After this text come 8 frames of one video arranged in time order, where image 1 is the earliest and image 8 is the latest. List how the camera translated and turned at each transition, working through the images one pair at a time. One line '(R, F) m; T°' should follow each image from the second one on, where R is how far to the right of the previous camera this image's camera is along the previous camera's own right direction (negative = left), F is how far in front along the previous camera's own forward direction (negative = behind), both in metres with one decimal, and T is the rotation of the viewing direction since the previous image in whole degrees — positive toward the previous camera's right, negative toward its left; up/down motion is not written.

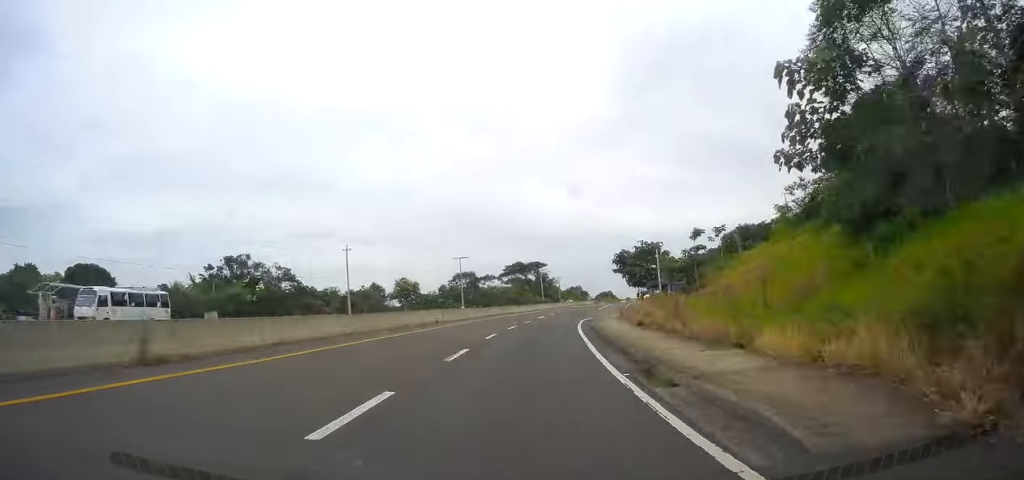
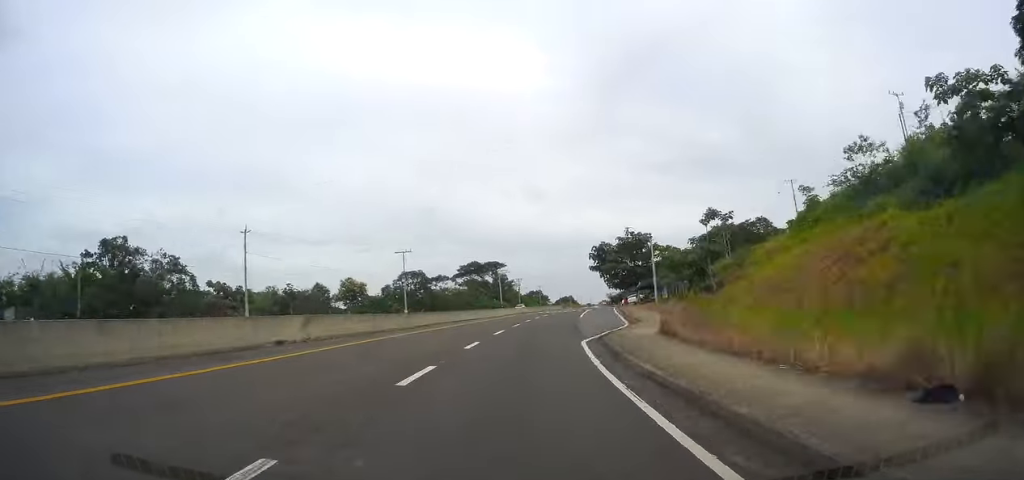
(+1.7, +20.1) m; +4°
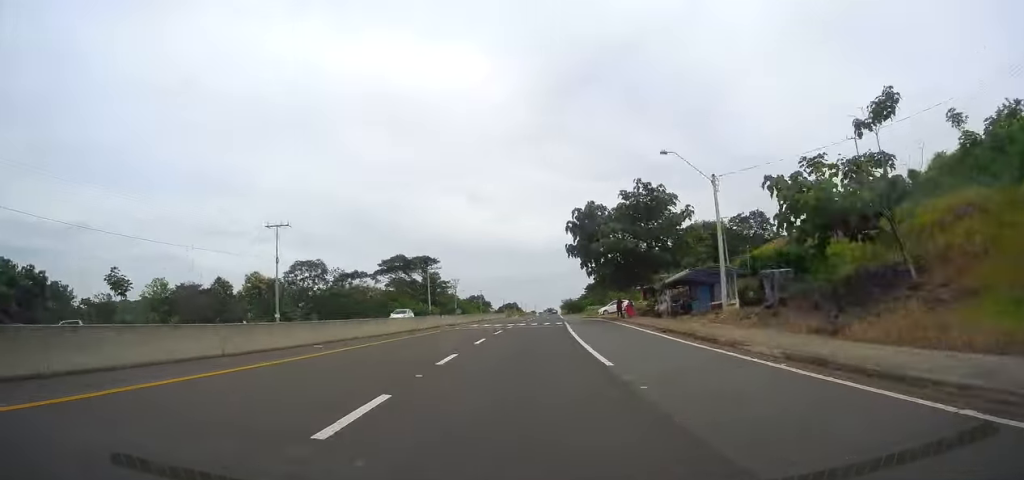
(+1.9, +36.2) m; +6°
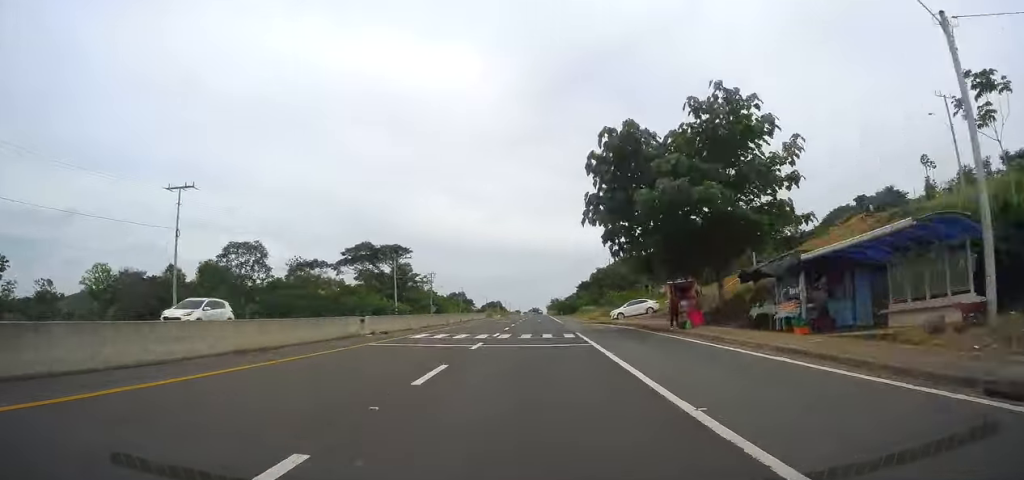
(+1.0, +19.9) m; +2°
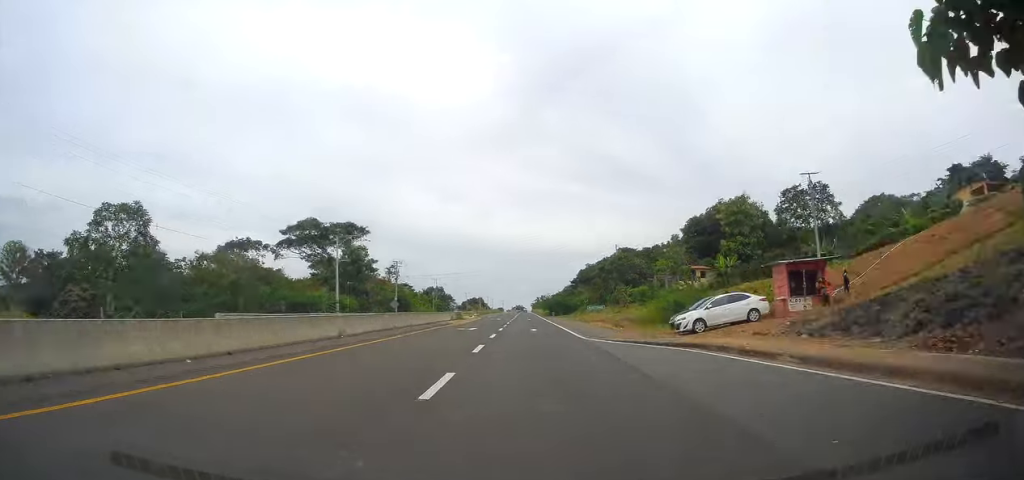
(+0.6, +25.9) m; +3°
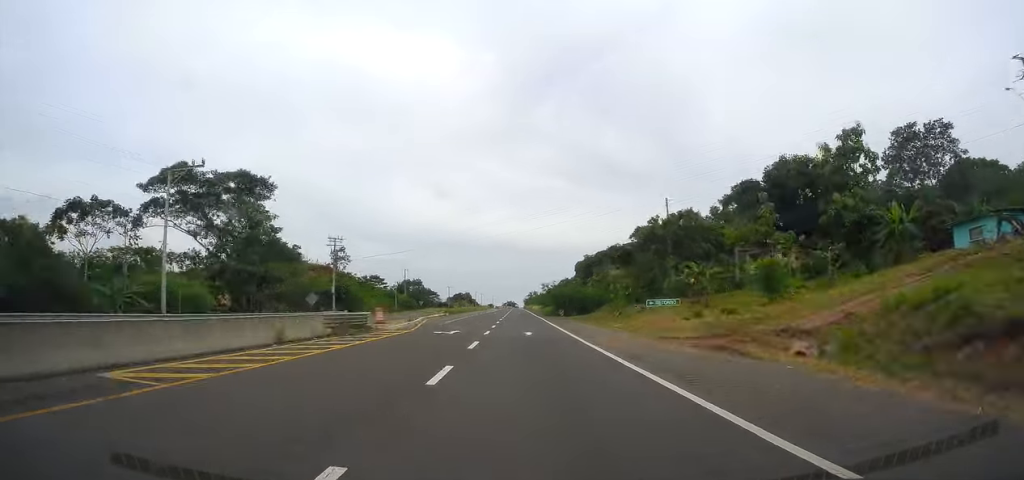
(+1.0, +39.4) m; +2°
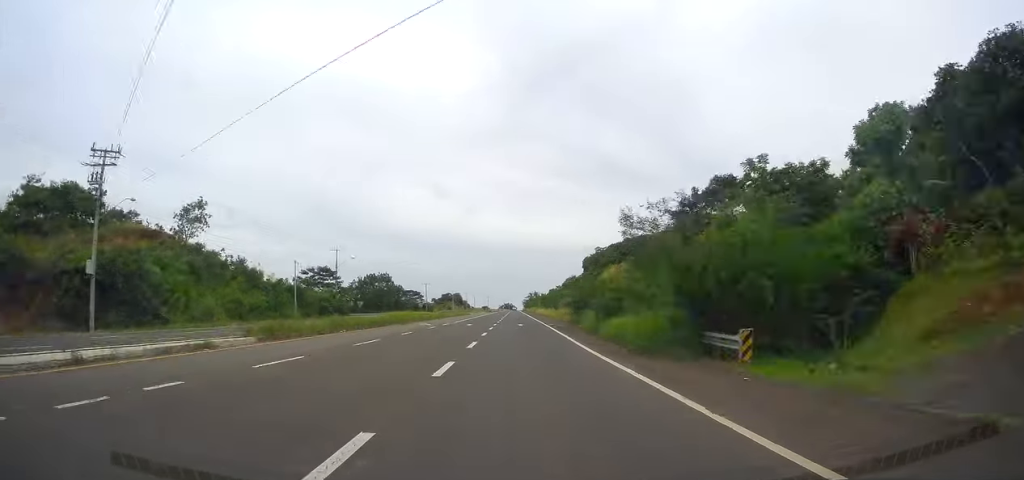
(+0.4, +56.3) m; 0°
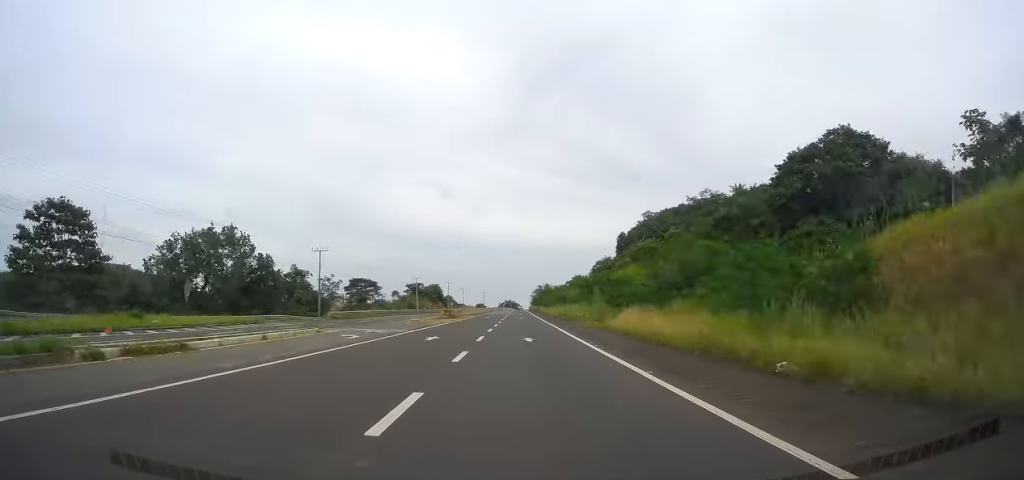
(-0.2, +103.1) m; -1°
